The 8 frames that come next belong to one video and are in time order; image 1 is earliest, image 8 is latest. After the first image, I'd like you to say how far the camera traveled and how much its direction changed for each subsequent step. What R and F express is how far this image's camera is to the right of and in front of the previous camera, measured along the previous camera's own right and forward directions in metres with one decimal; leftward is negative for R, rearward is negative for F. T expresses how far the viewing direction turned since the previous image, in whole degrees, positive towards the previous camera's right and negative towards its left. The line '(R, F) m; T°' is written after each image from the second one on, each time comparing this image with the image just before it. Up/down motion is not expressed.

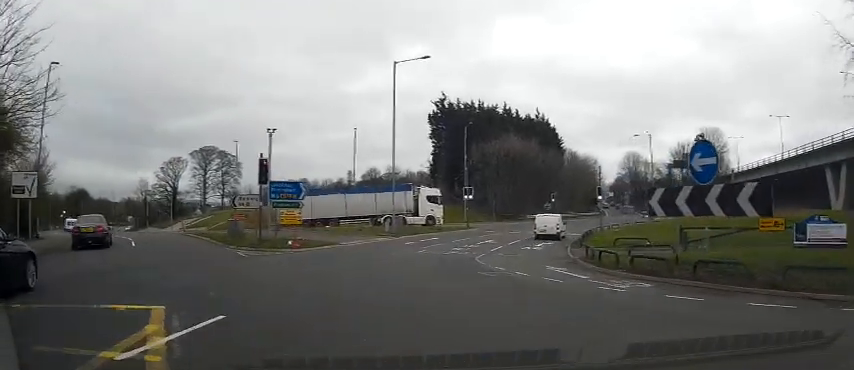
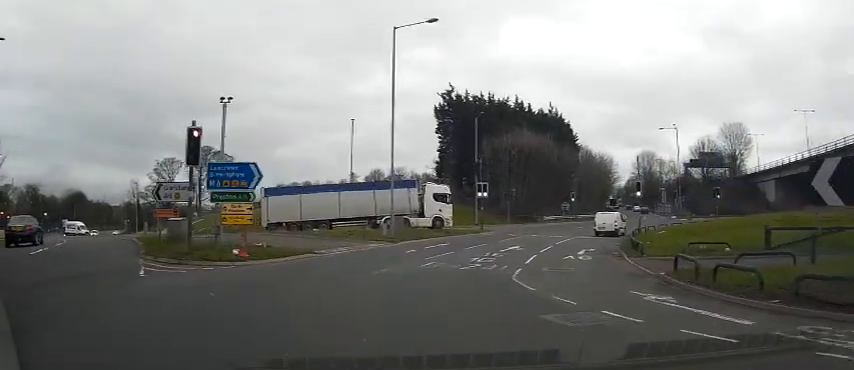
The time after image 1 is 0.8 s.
(-0.5, +7.2) m; -1°
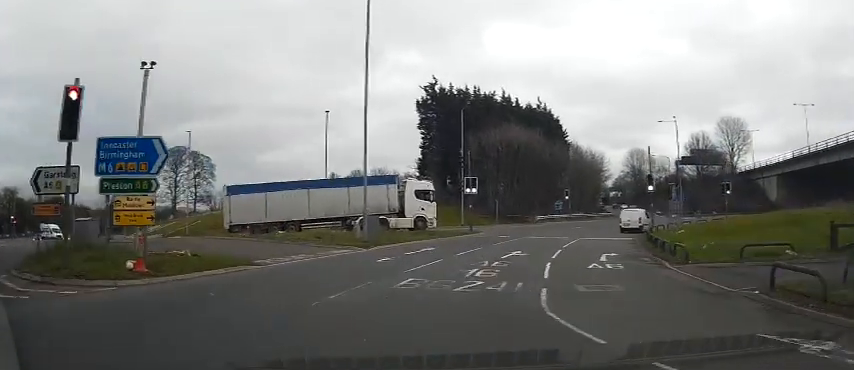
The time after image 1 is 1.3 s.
(+0.2, +5.1) m; +3°
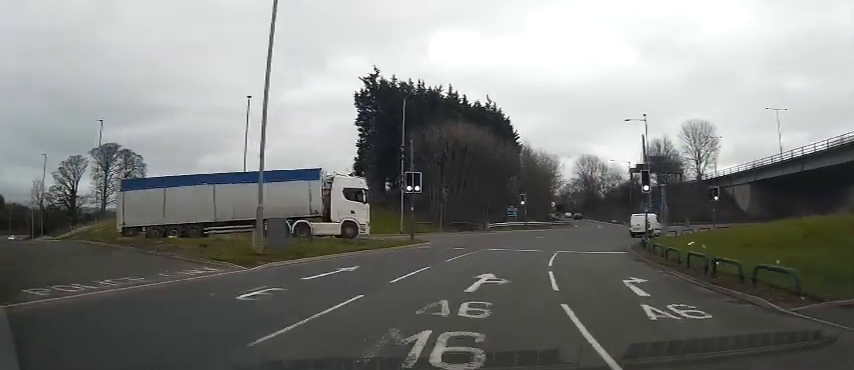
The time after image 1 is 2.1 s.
(+0.3, +7.6) m; +4°
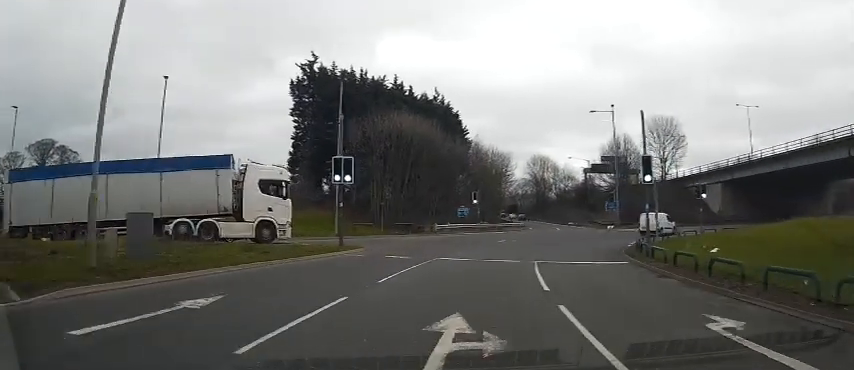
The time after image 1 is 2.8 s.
(+0.1, +6.5) m; +3°
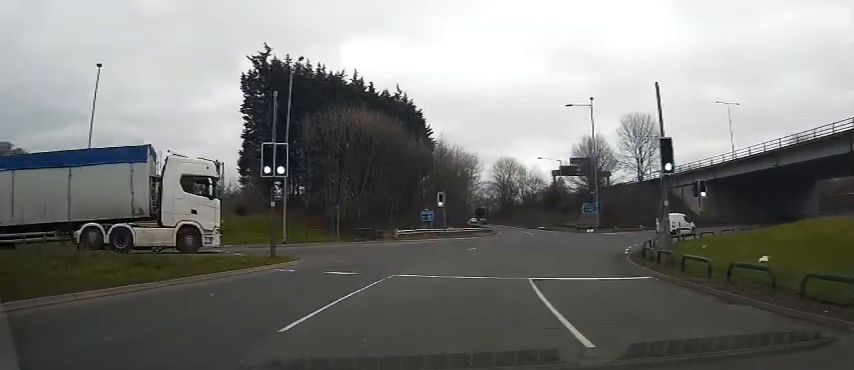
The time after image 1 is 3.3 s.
(+0.2, +5.1) m; +5°
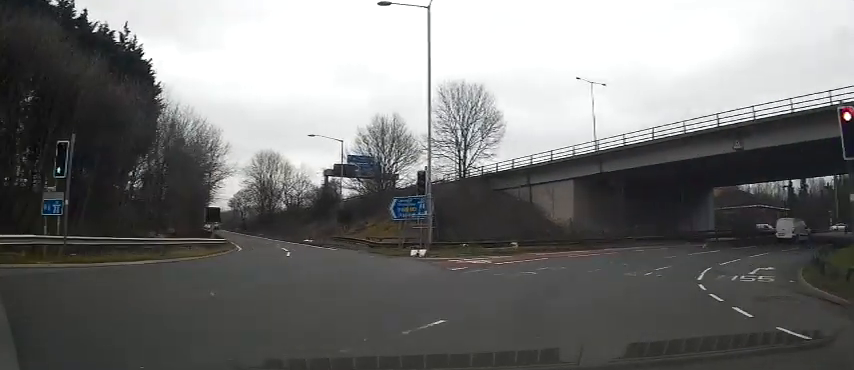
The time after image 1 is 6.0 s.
(+5.7, +27.3) m; +29°
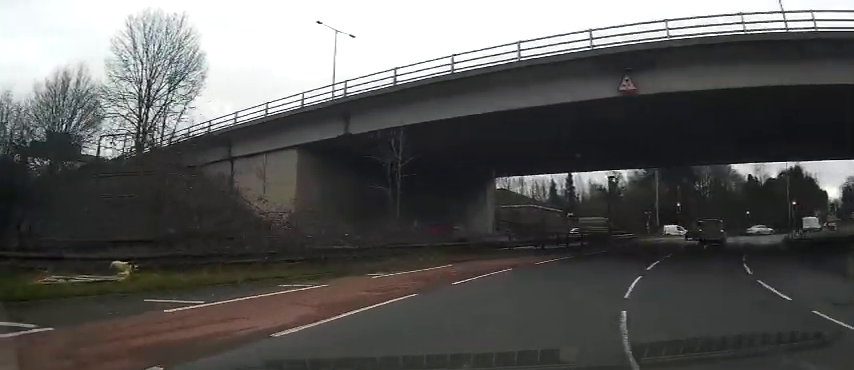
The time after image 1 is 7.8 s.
(+4.4, +17.9) m; +28°
